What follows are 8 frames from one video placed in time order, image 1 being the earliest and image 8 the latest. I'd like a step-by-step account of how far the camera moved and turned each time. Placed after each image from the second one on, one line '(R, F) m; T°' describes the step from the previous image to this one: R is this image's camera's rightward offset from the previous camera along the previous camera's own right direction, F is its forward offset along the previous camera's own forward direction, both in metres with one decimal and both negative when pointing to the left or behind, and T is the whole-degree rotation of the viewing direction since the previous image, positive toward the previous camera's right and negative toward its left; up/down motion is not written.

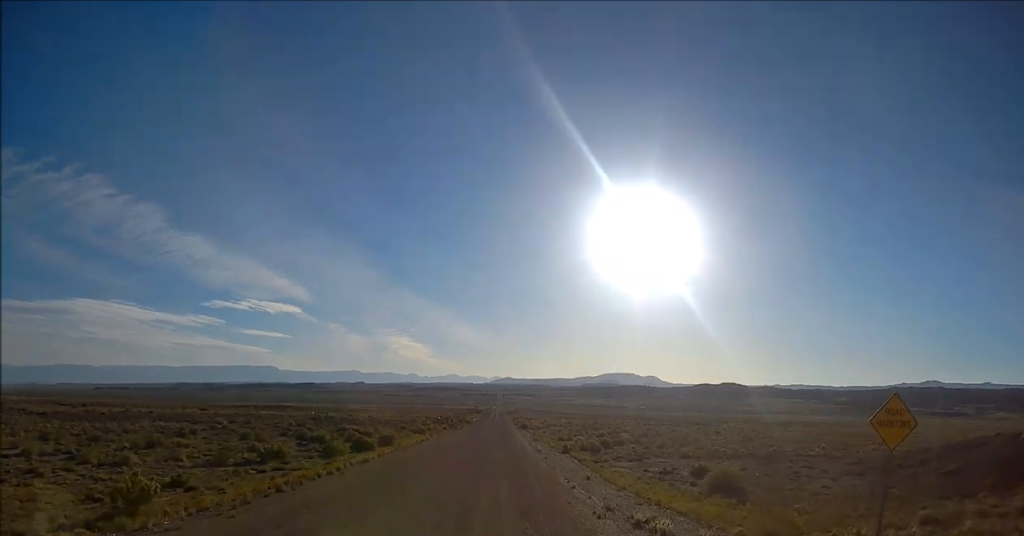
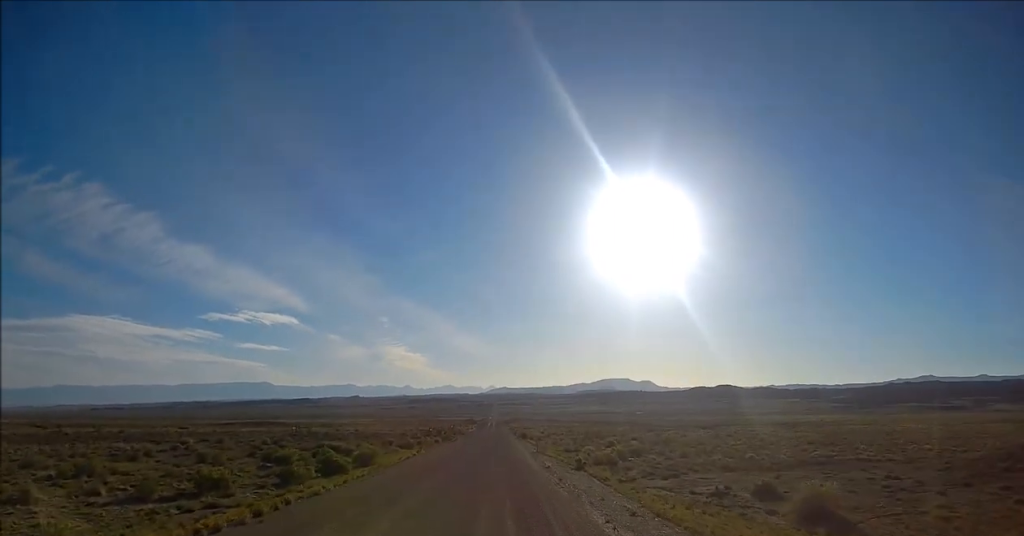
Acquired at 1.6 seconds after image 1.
(0.0, +9.7) m; +2°
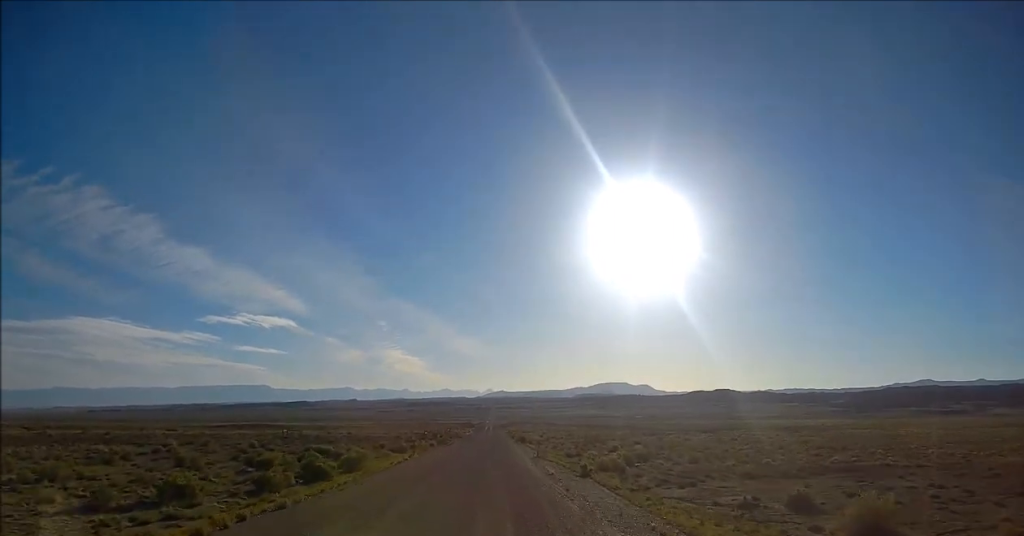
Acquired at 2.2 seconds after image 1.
(+0.1, +3.6) m; +1°
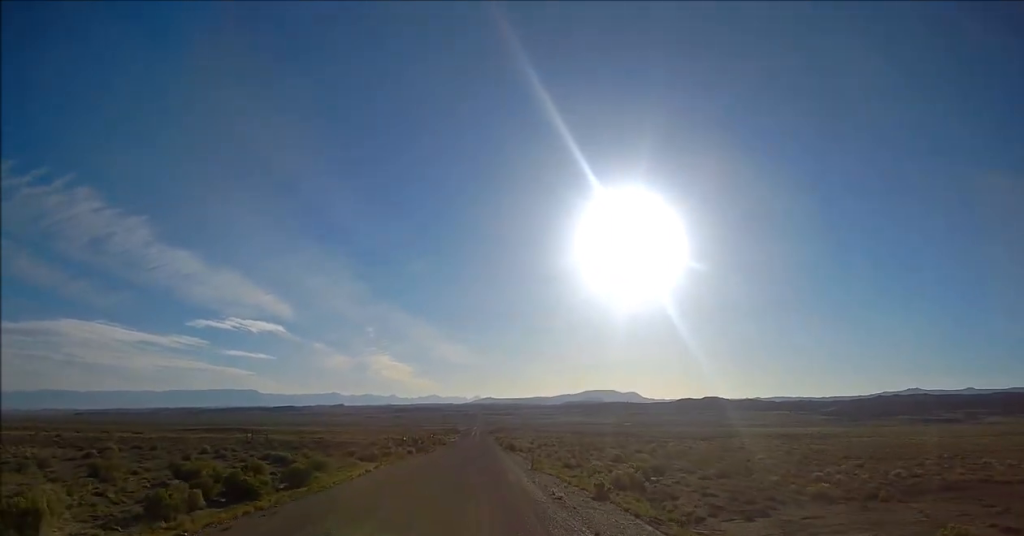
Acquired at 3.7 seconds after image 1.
(-0.1, +10.6) m; -1°
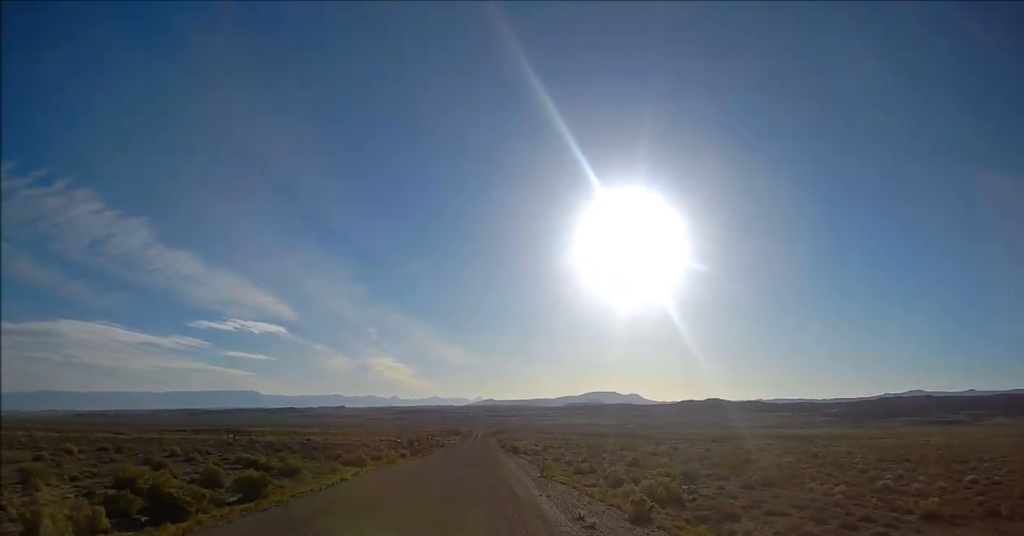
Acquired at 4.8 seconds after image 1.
(0.0, +7.9) m; -2°
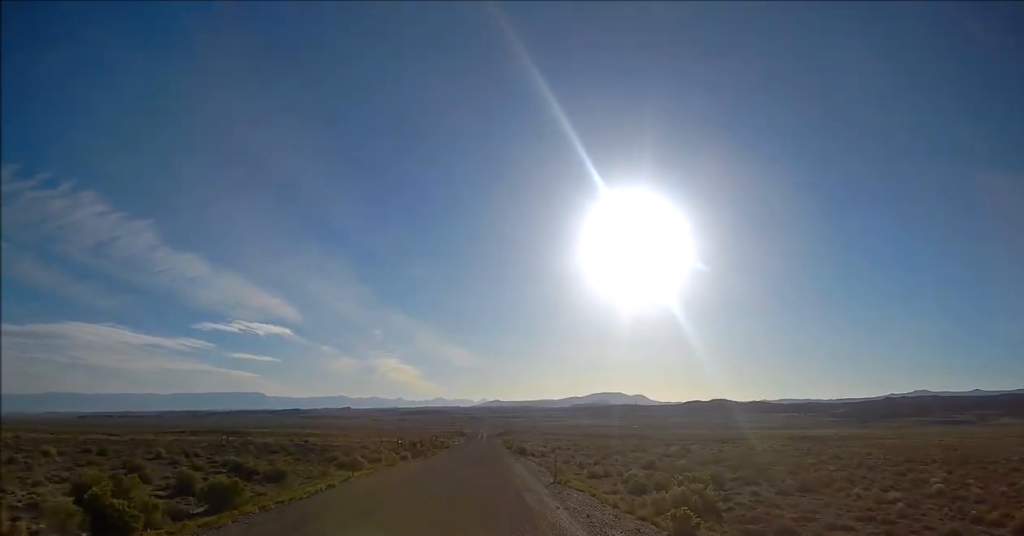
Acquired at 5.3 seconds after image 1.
(-0.2, +4.4) m; 0°
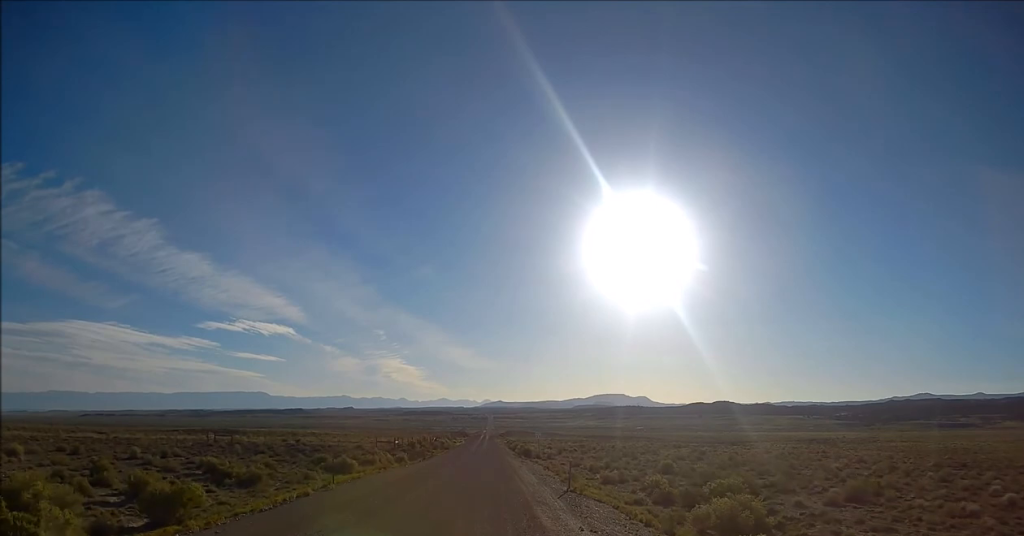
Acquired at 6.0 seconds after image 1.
(-0.2, +5.0) m; +1°
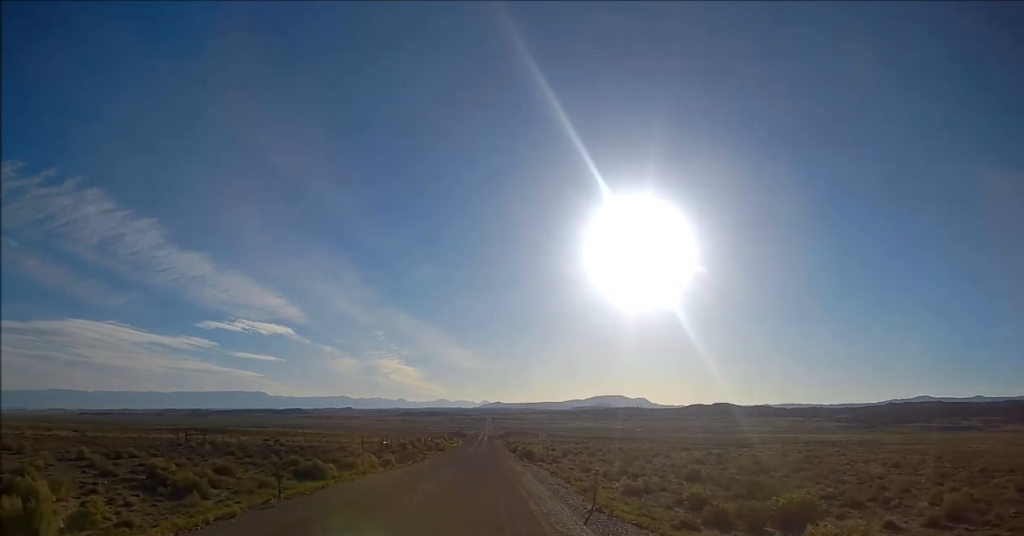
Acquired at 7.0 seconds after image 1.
(+0.4, +7.7) m; +1°
